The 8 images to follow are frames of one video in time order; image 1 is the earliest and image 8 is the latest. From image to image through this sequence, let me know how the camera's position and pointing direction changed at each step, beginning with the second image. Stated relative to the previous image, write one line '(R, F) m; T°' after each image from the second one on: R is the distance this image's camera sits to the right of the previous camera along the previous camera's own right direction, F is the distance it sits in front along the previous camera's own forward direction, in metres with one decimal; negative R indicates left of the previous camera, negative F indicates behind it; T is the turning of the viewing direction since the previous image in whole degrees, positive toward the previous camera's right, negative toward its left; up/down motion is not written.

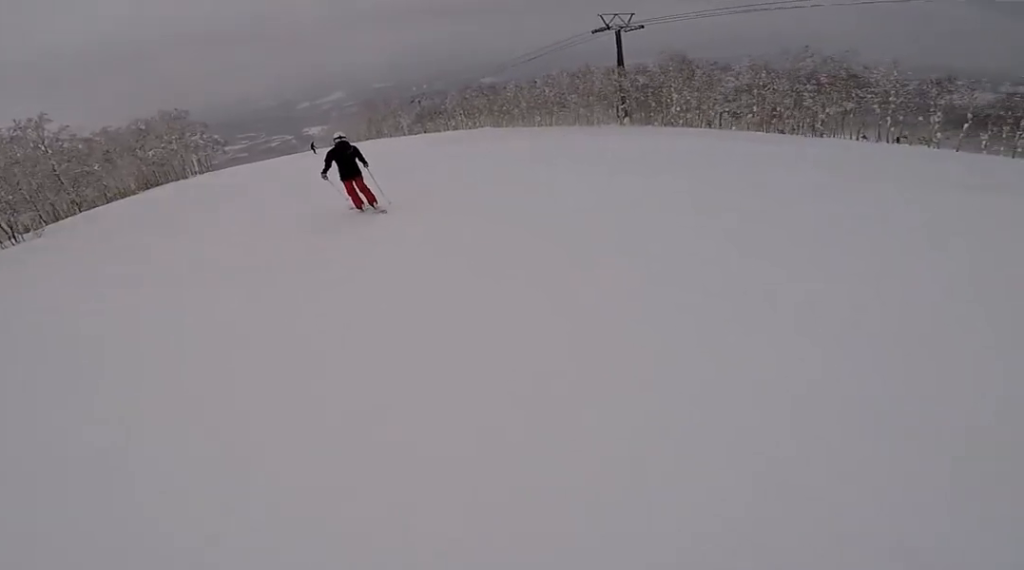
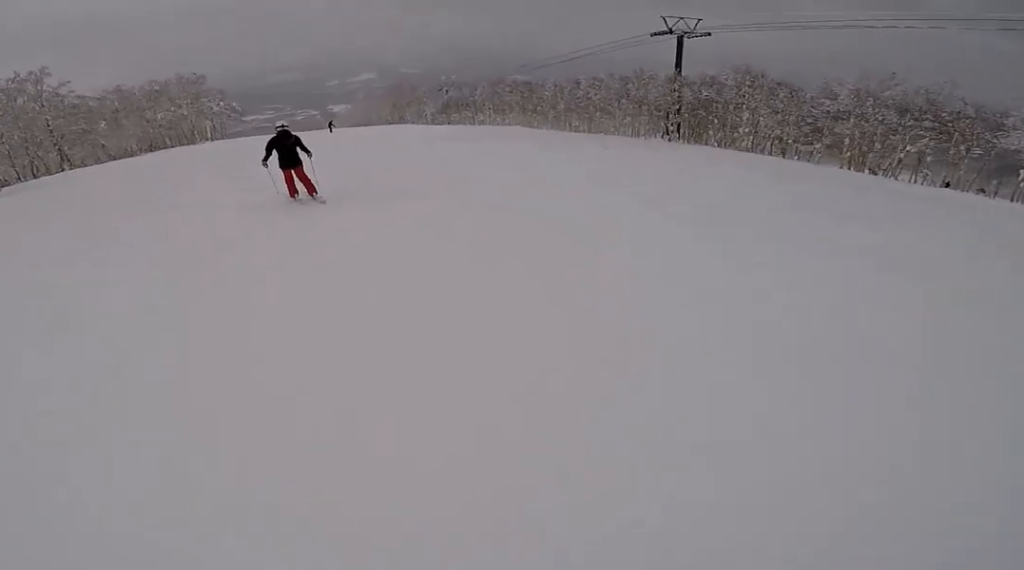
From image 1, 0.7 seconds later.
(+1.4, +5.2) m; +5°
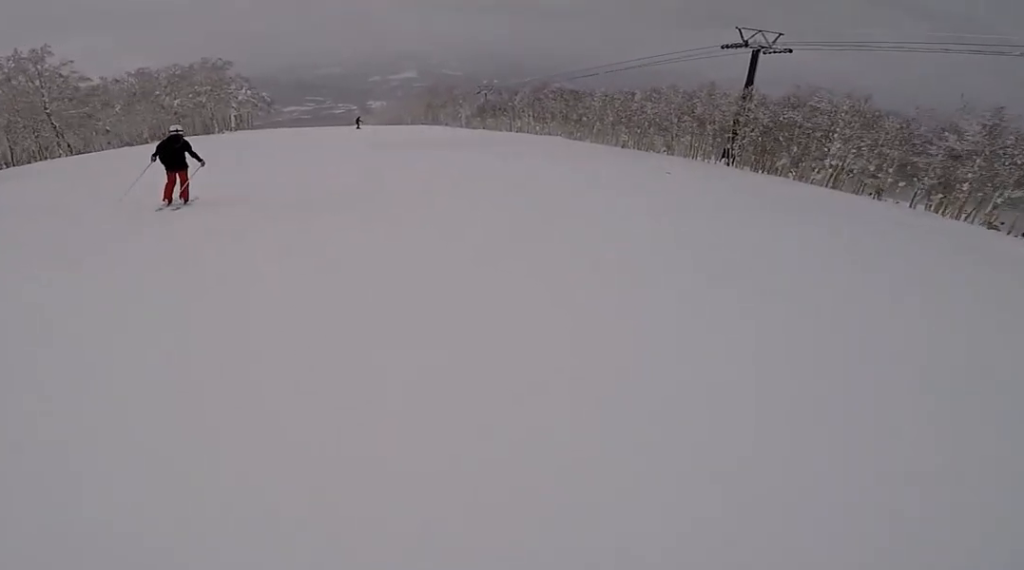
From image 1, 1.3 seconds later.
(-0.5, +5.5) m; -7°
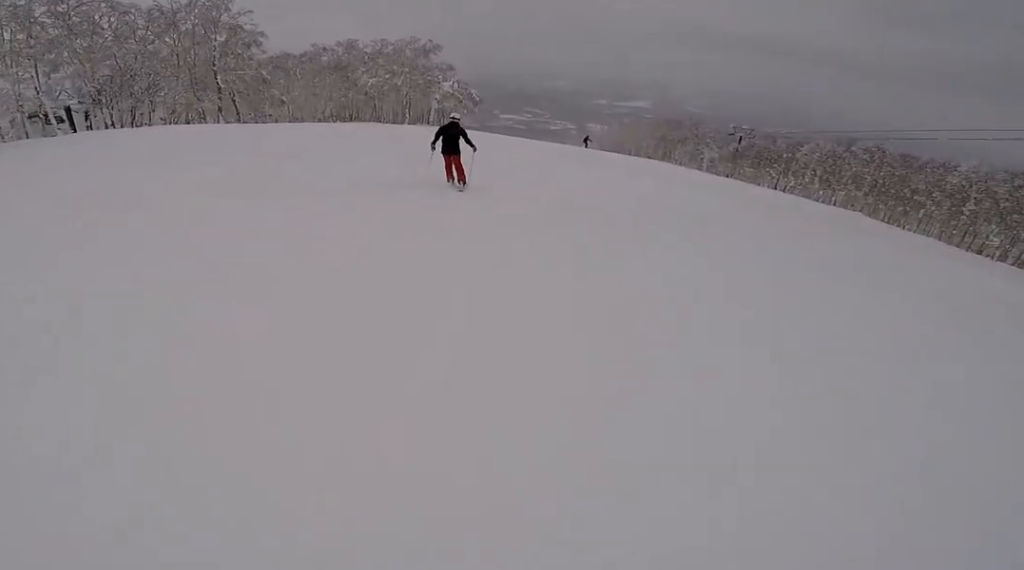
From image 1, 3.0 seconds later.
(-2.4, +13.5) m; -14°
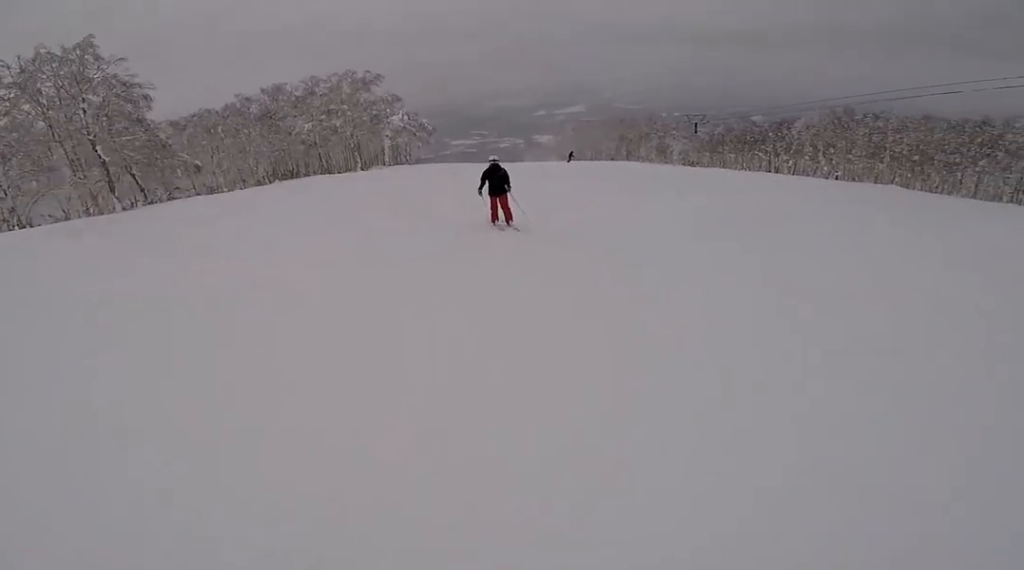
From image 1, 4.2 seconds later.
(-0.1, +10.1) m; +6°
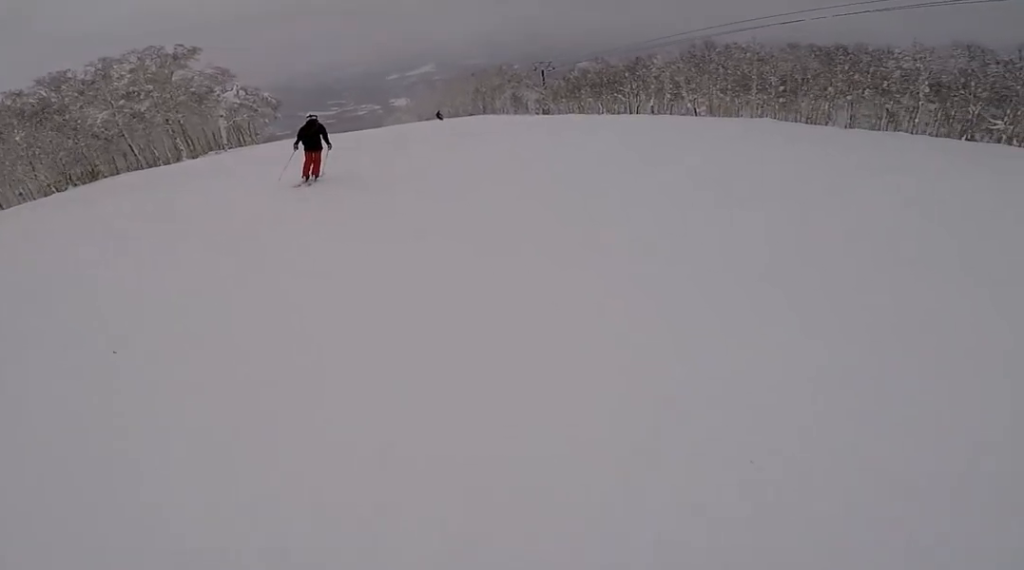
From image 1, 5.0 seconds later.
(+0.2, +6.9) m; +13°
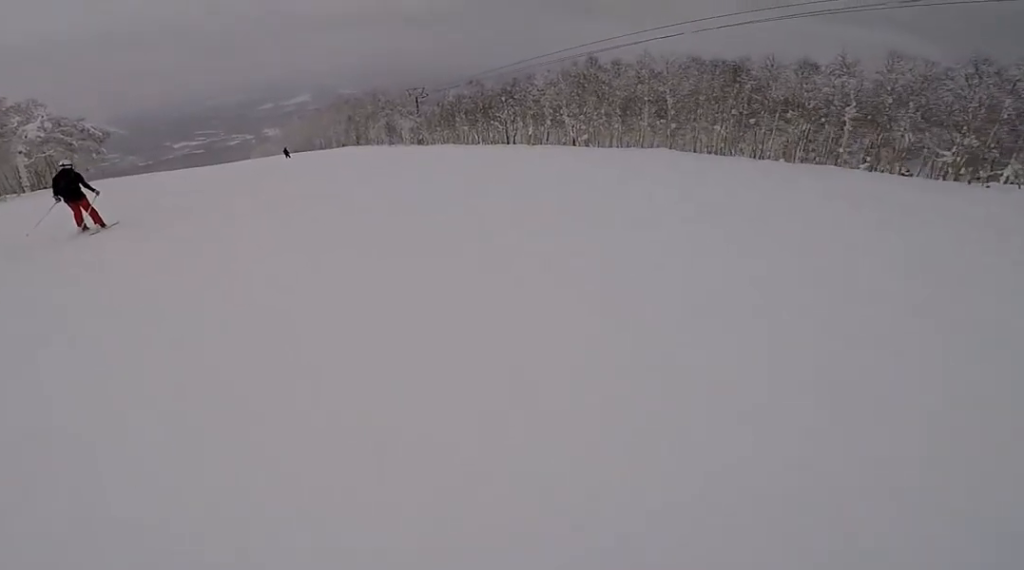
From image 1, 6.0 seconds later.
(+2.0, +8.6) m; +9°
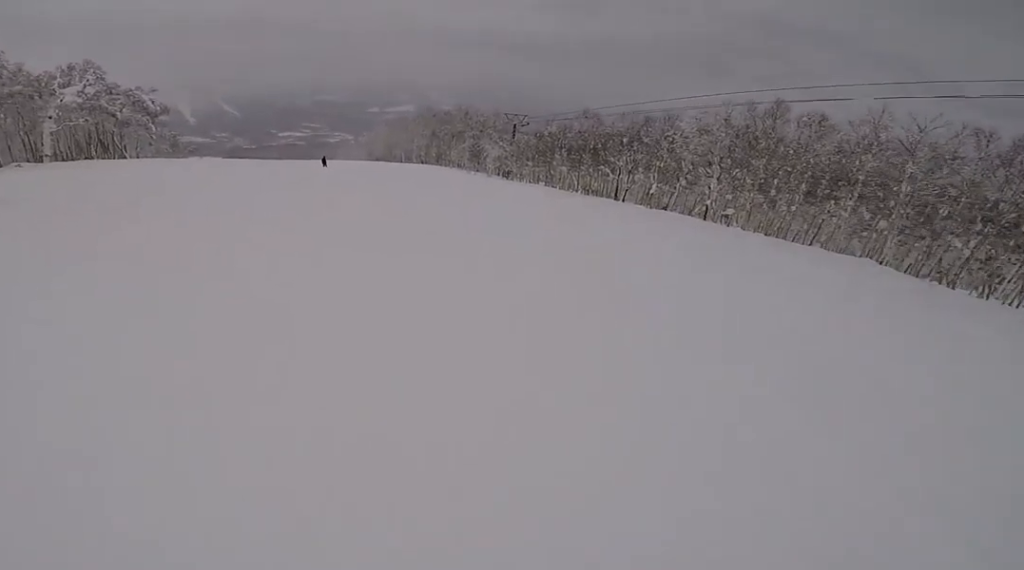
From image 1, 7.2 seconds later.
(-1.2, +10.9) m; -13°
